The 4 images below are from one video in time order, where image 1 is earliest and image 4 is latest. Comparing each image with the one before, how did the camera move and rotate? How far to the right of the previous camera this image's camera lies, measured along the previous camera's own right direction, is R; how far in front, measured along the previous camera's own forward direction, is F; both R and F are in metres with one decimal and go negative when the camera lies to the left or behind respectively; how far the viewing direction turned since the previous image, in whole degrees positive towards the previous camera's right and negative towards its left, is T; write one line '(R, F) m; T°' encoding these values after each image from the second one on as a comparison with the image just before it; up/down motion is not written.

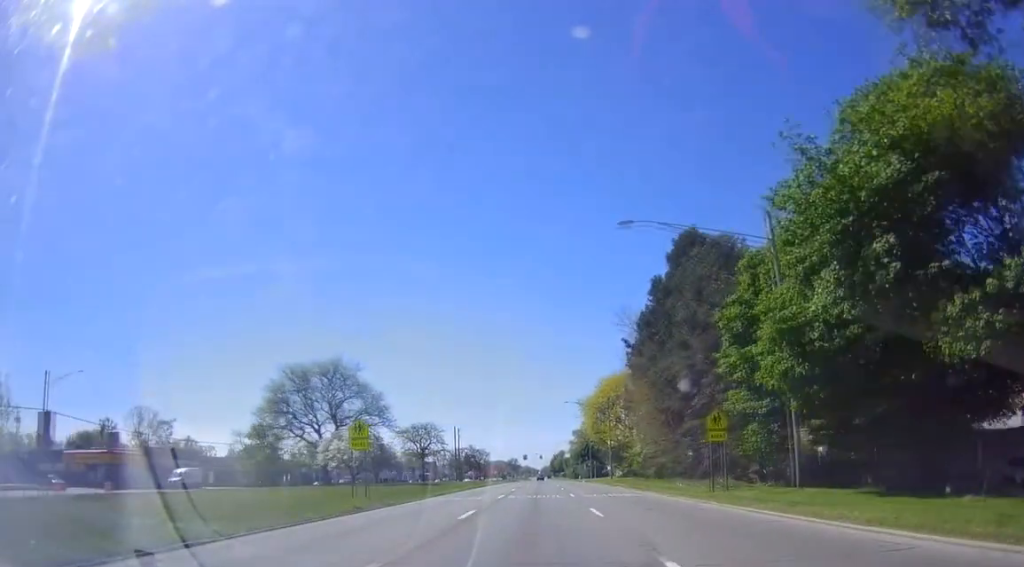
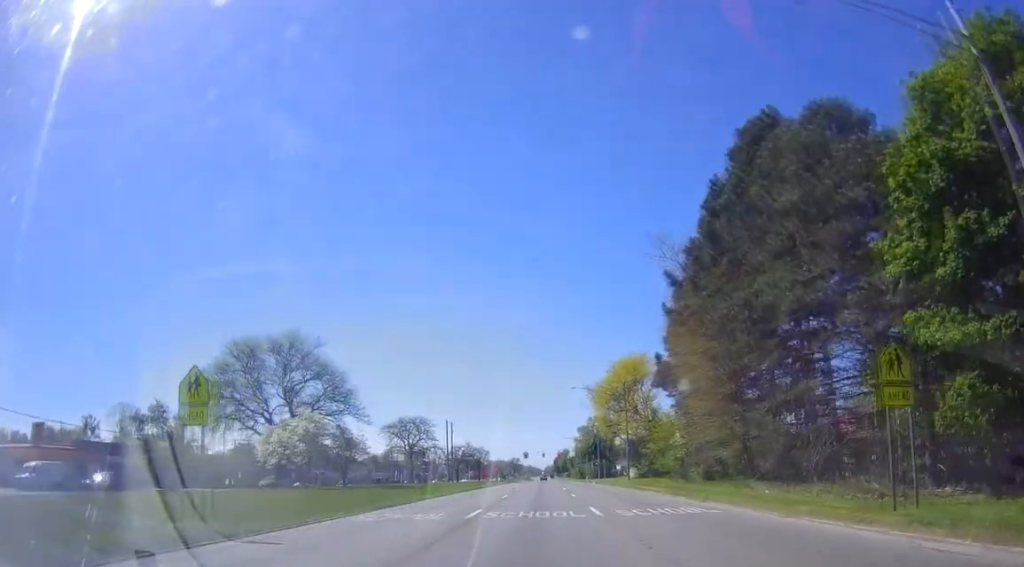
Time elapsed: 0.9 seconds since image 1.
(-0.7, +14.8) m; 0°
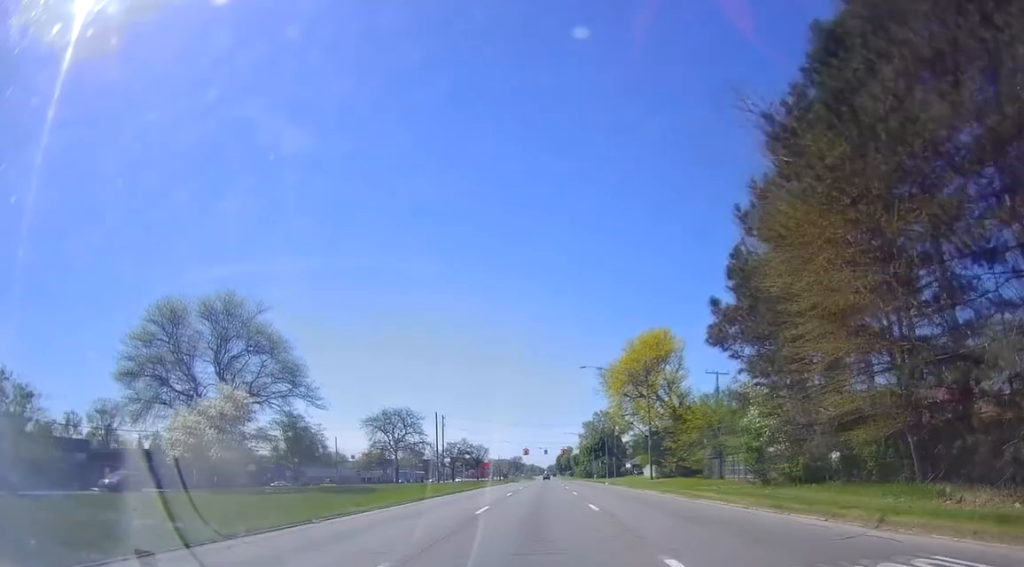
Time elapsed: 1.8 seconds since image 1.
(+0.4, +13.8) m; +2°
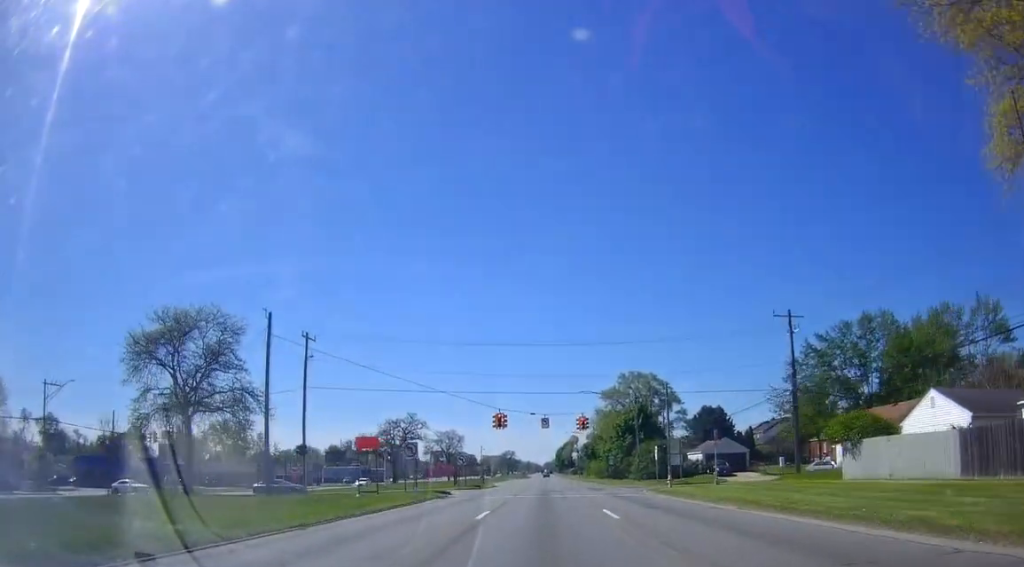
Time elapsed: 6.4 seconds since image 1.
(+0.2, +62.0) m; +1°
